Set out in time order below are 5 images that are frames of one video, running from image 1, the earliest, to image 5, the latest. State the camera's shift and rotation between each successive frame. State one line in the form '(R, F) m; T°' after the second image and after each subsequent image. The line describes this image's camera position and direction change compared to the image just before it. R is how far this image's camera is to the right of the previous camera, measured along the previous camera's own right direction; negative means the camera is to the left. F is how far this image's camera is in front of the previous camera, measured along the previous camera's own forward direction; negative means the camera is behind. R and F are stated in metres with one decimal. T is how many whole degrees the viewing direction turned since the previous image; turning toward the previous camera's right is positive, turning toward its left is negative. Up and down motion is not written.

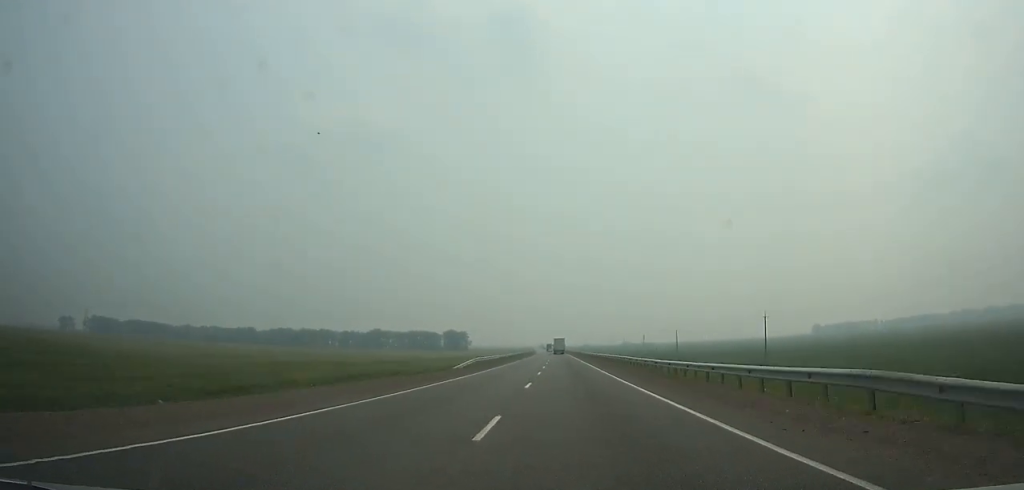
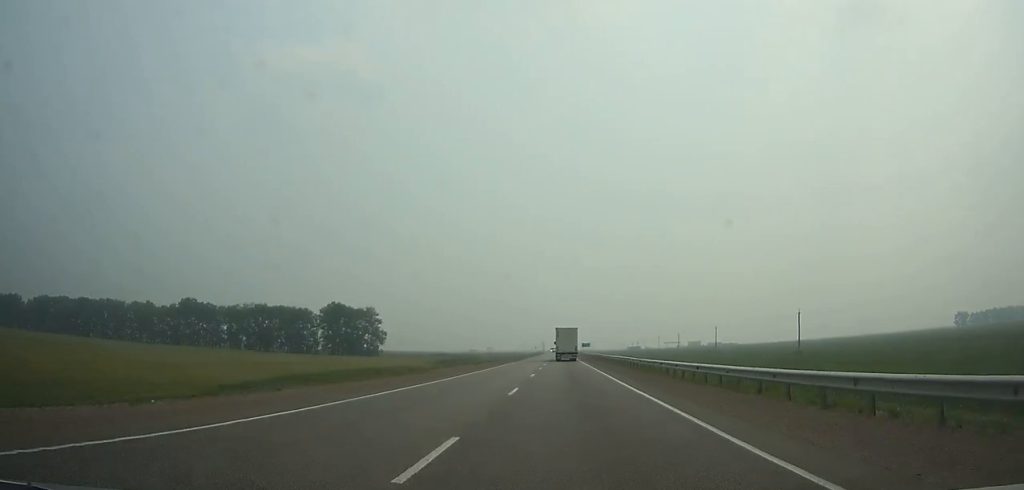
(-5.2, +258.5) m; -2°
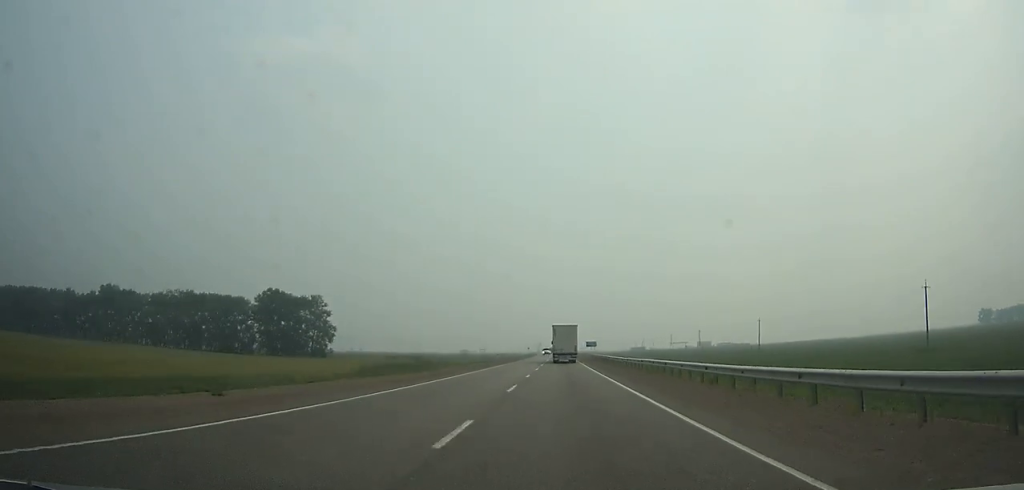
(-0.2, +46.1) m; 0°
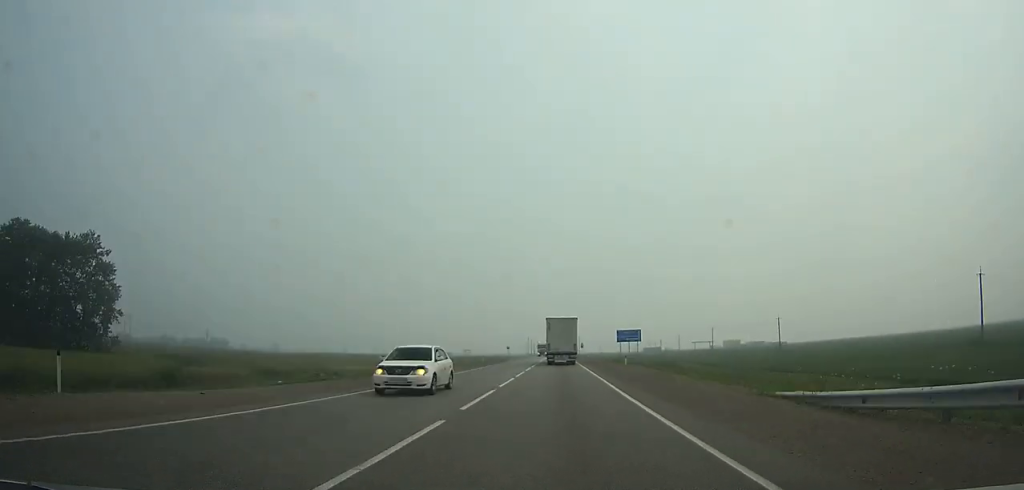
(+0.2, +82.9) m; 0°
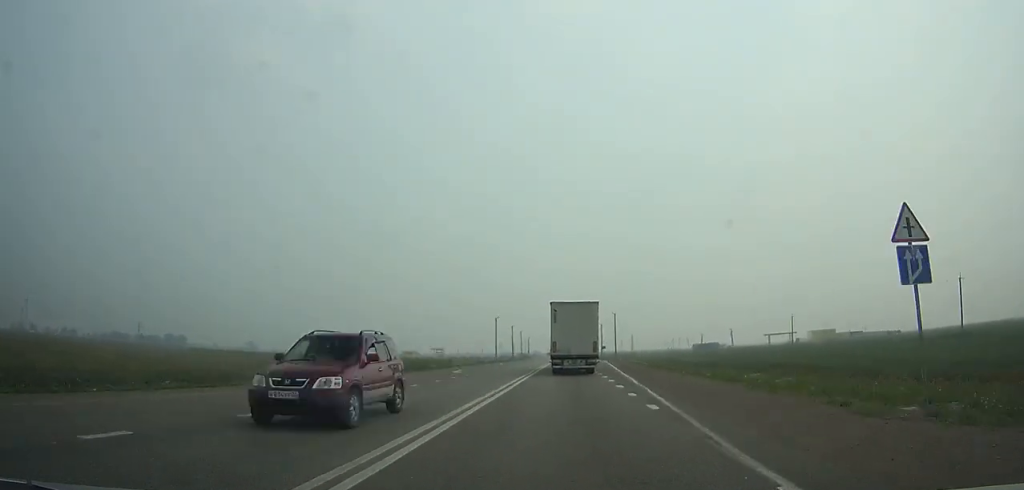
(-0.4, +140.9) m; 0°
